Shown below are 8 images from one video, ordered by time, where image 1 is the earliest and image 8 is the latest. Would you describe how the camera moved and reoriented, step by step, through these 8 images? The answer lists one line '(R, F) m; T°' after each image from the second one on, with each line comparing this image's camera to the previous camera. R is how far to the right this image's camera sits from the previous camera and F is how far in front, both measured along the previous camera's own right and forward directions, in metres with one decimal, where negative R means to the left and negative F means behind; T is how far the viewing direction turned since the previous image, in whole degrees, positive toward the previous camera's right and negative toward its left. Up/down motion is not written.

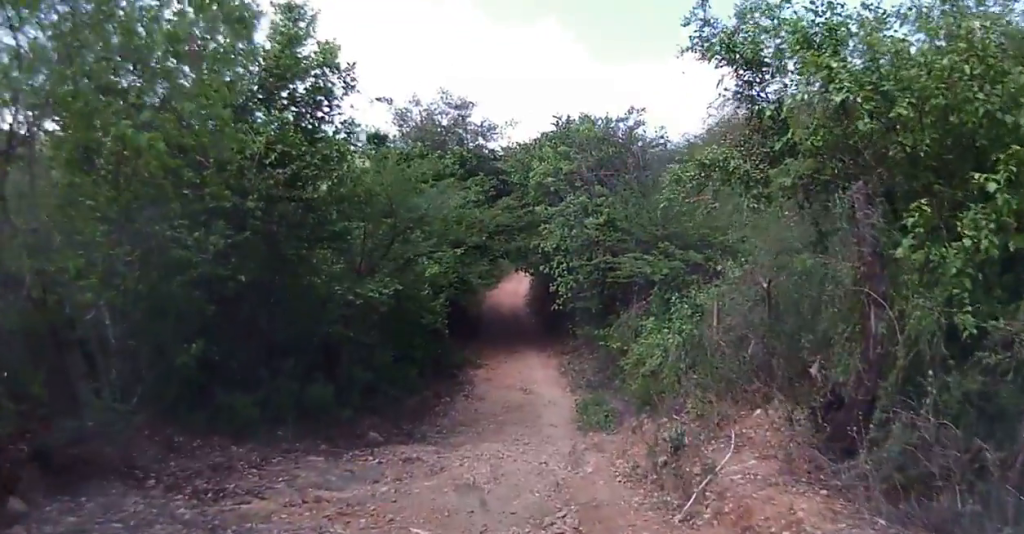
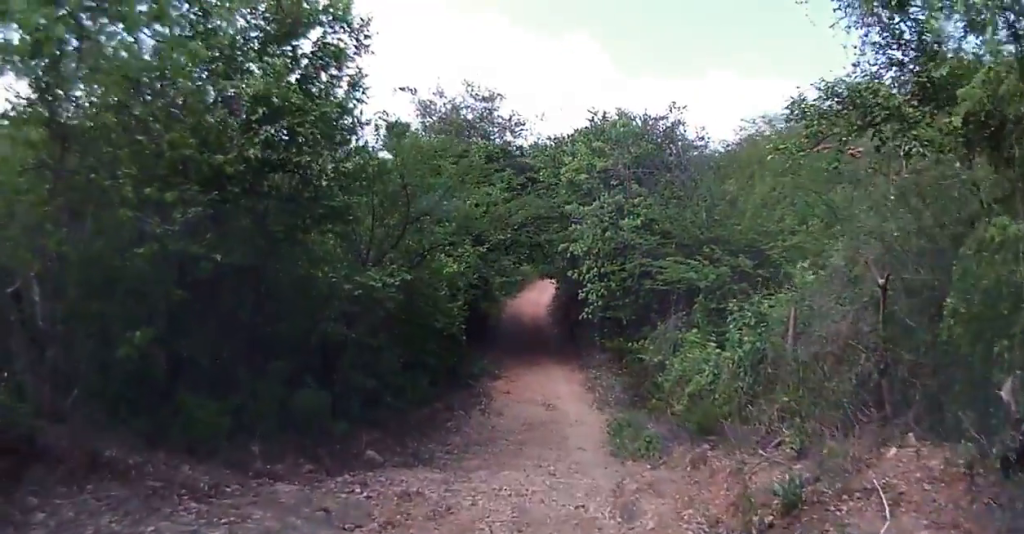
(-0.1, +1.8) m; 0°
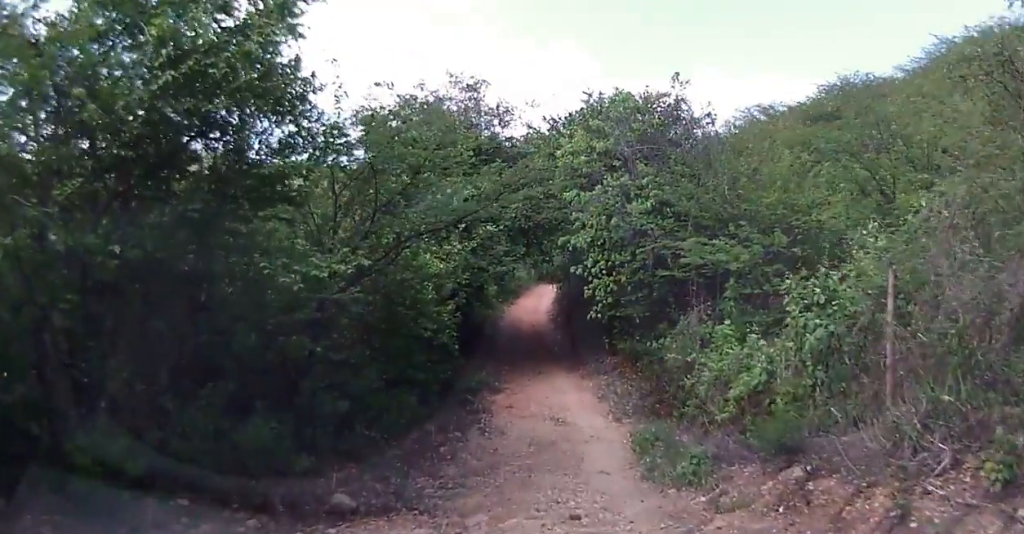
(+0.2, +2.1) m; 0°
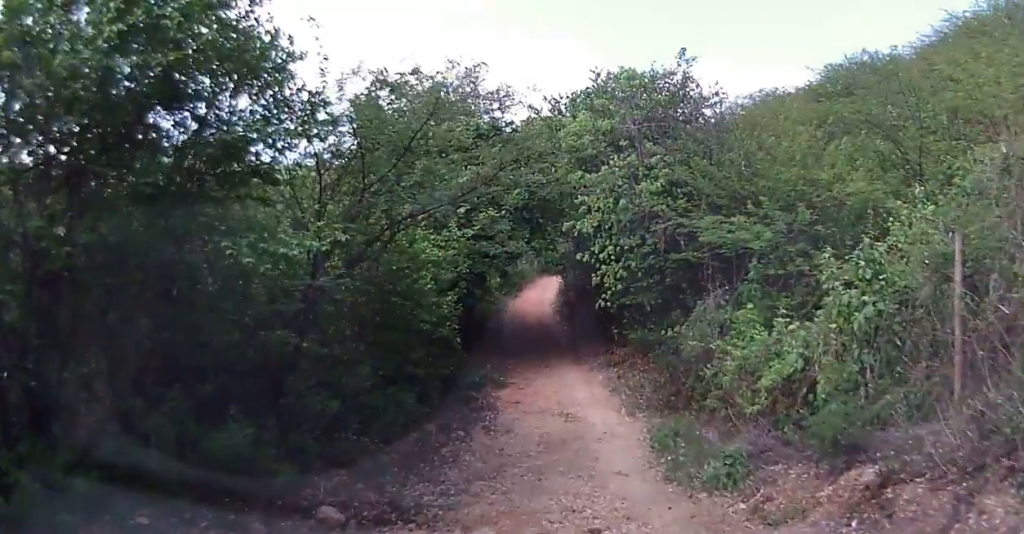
(+0.1, +1.2) m; 0°
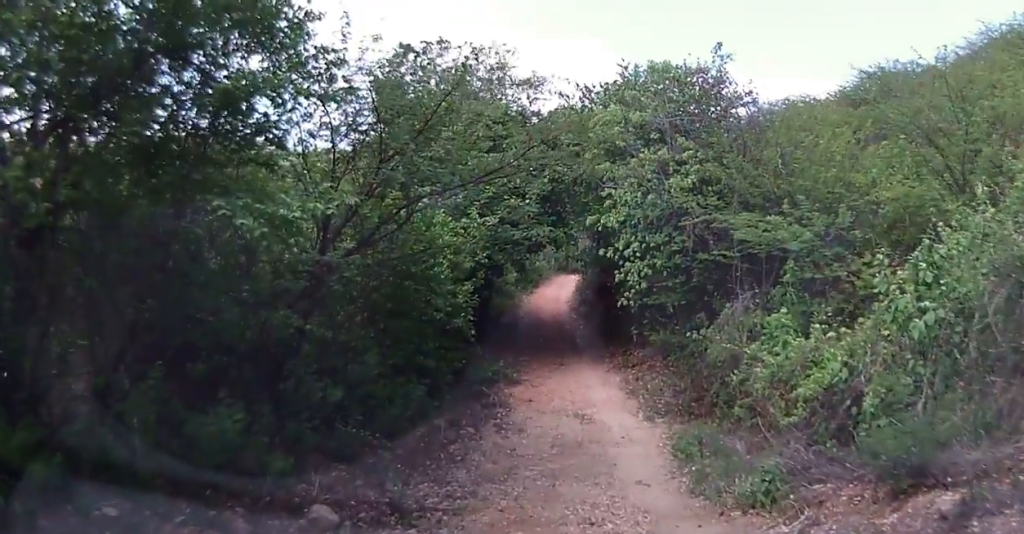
(+0.2, +0.8) m; 0°
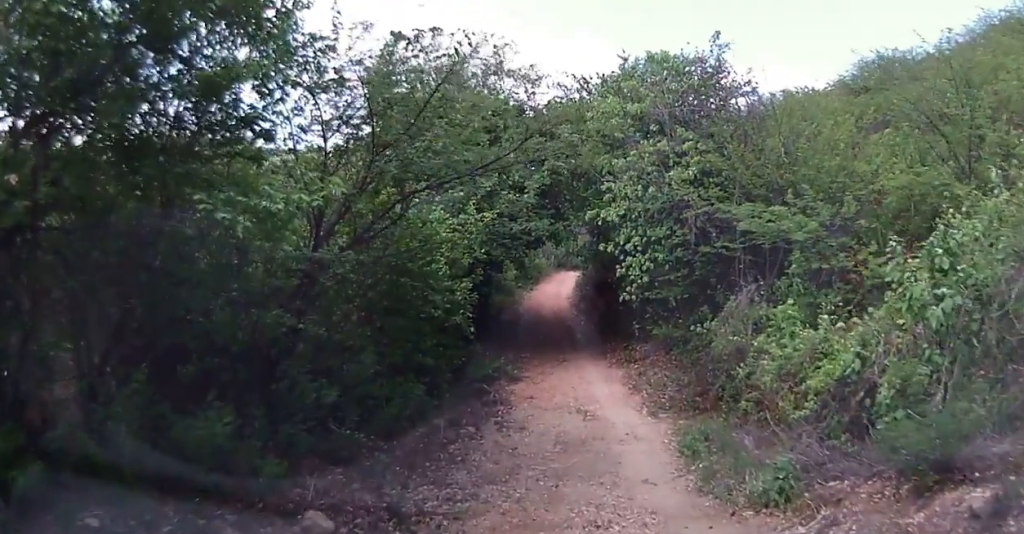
(-0.1, +0.3) m; 0°
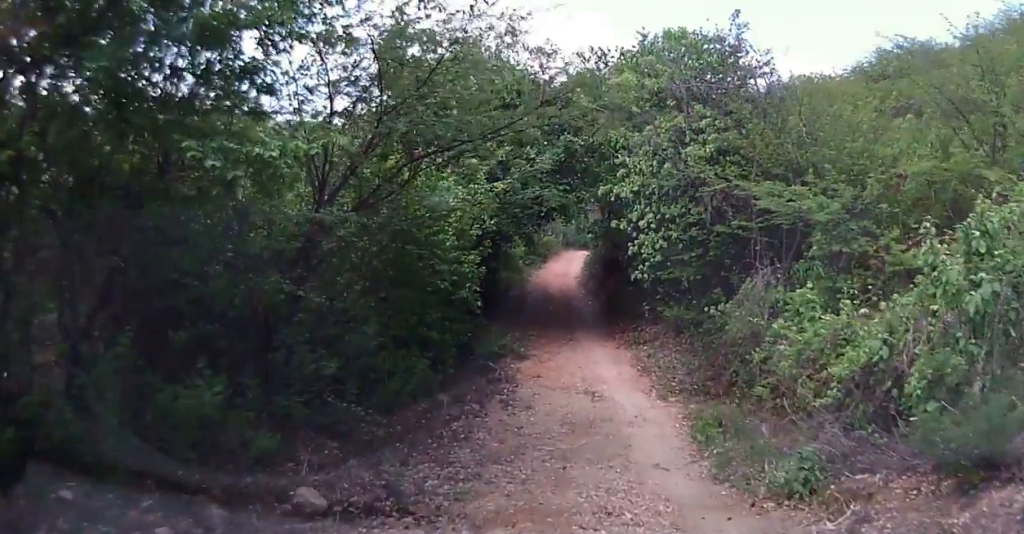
(-0.1, +0.4) m; 0°
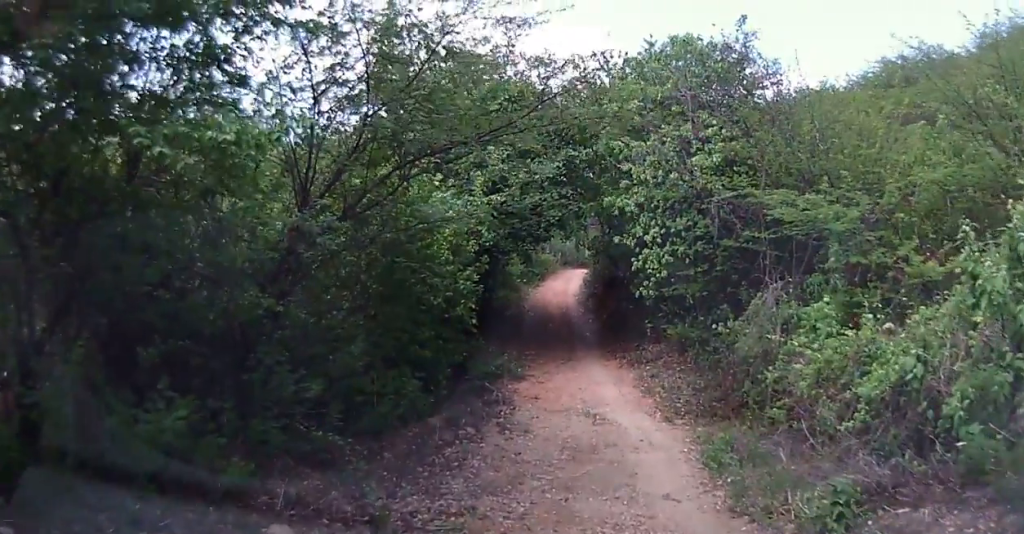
(+0.2, +0.8) m; 0°
